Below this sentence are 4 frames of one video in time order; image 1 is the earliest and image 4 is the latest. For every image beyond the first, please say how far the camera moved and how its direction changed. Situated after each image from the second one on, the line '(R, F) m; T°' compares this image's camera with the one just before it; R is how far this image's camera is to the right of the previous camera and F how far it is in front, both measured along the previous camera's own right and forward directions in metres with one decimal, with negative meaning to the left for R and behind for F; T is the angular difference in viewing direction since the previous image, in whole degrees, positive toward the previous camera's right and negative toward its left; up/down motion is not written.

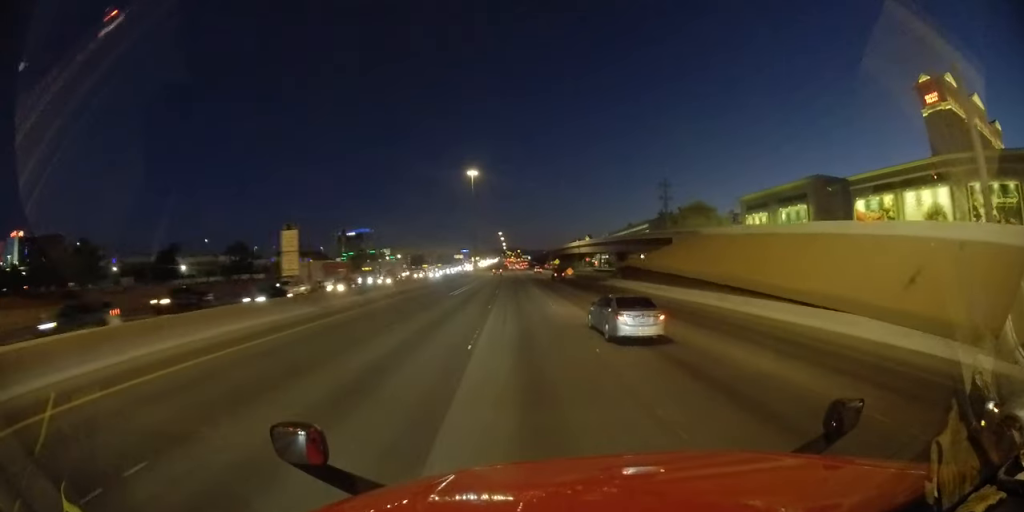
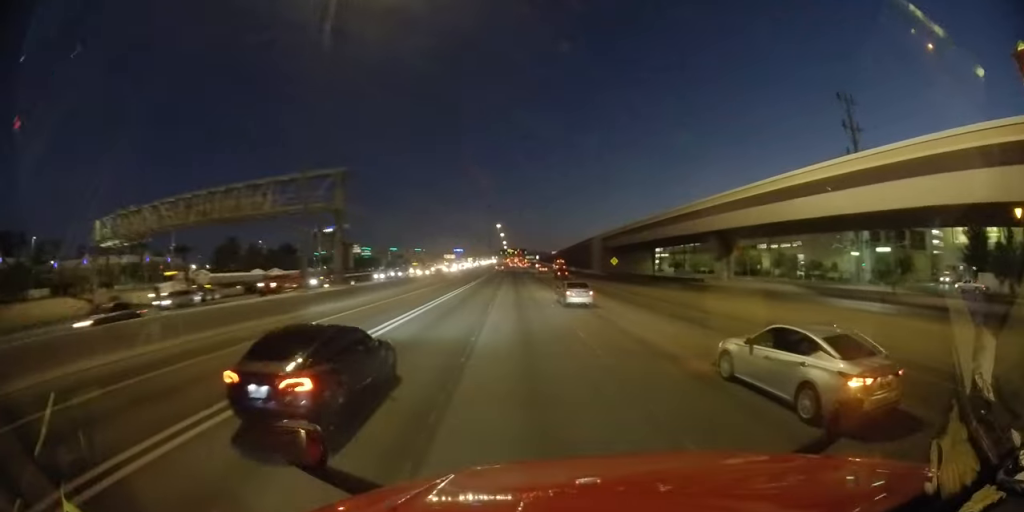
(0.0, +107.9) m; 0°
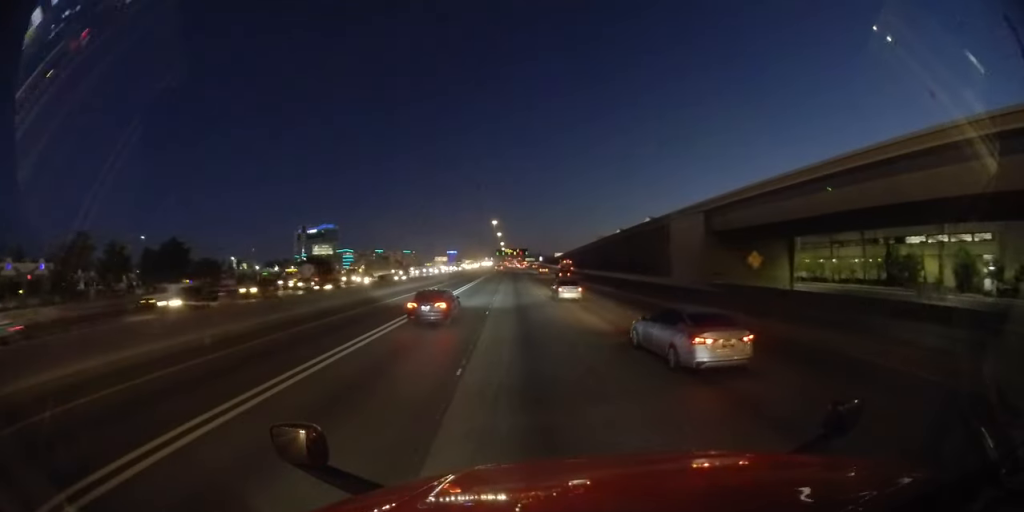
(0.0, +52.2) m; 0°
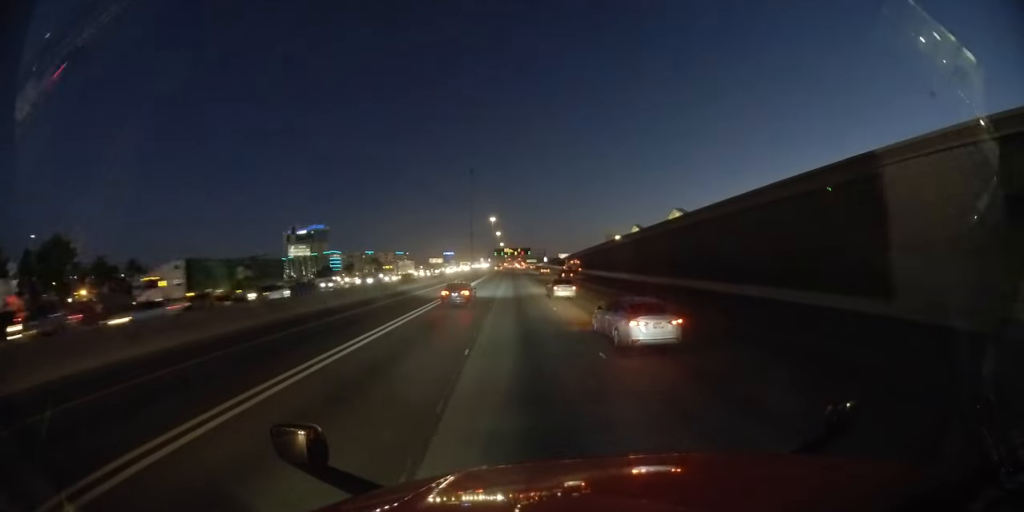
(0.0, +34.2) m; 0°
